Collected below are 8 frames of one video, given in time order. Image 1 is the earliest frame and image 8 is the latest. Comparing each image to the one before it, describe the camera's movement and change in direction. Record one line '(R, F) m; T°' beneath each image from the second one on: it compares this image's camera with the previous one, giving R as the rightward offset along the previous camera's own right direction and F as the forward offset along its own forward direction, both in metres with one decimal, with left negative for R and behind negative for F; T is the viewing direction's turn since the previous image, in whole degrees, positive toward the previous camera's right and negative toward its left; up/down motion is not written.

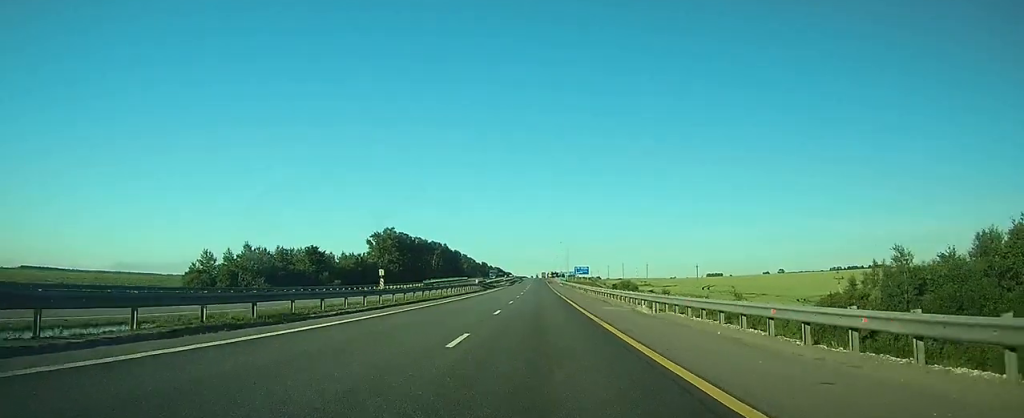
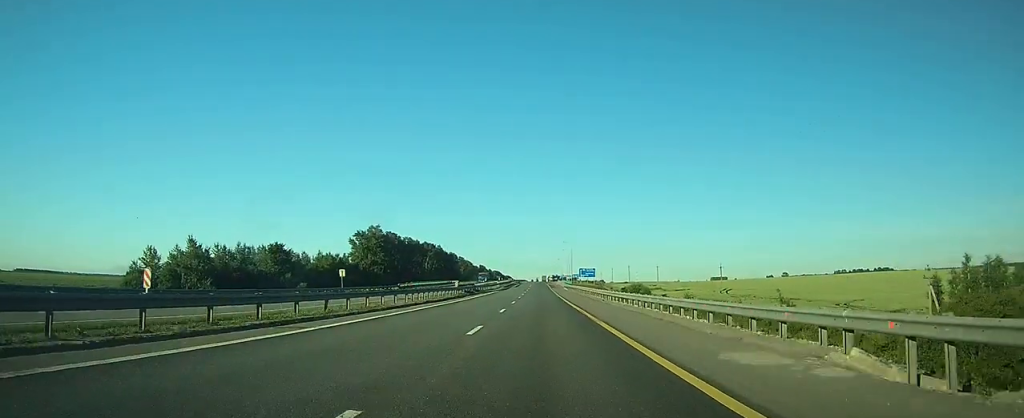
(0.0, +20.8) m; 0°
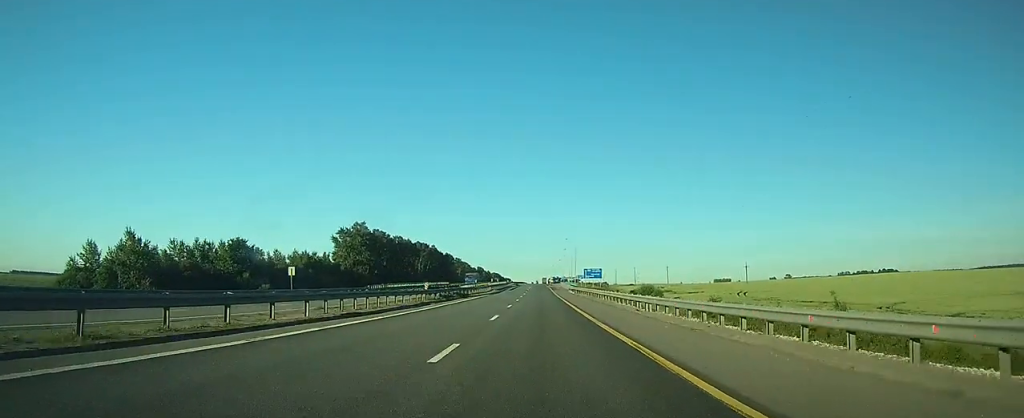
(0.0, +17.1) m; 0°
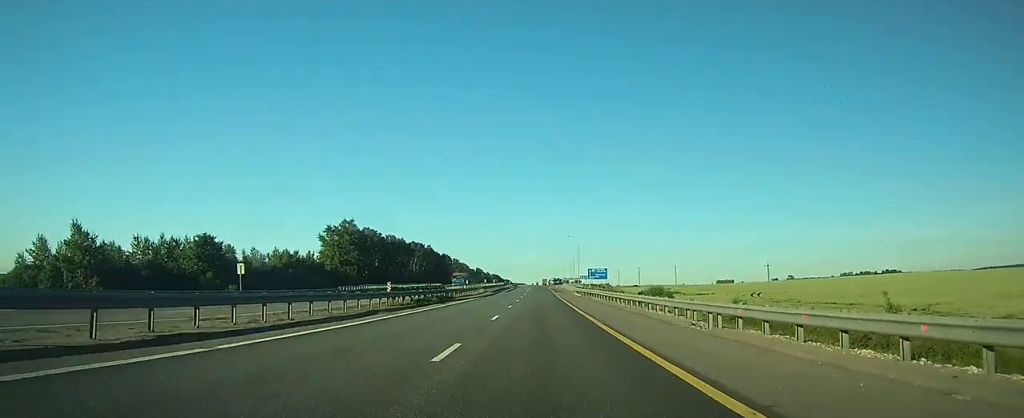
(0.0, +11.7) m; 0°
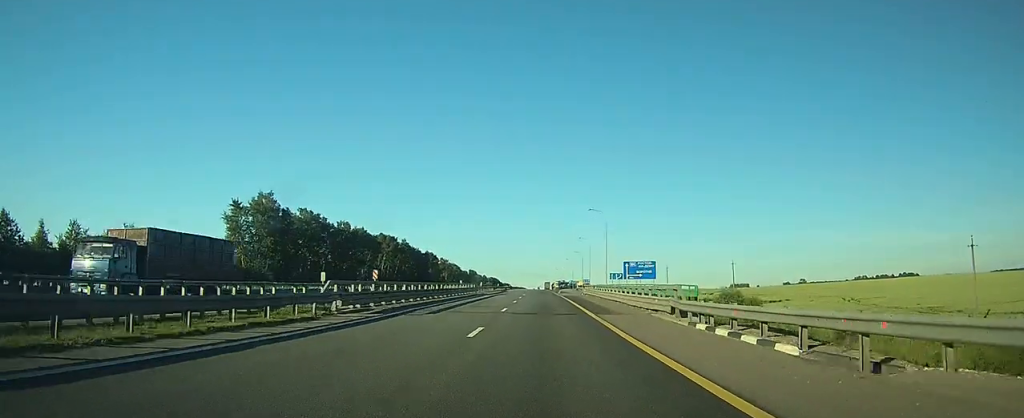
(+0.3, +55.3) m; +1°
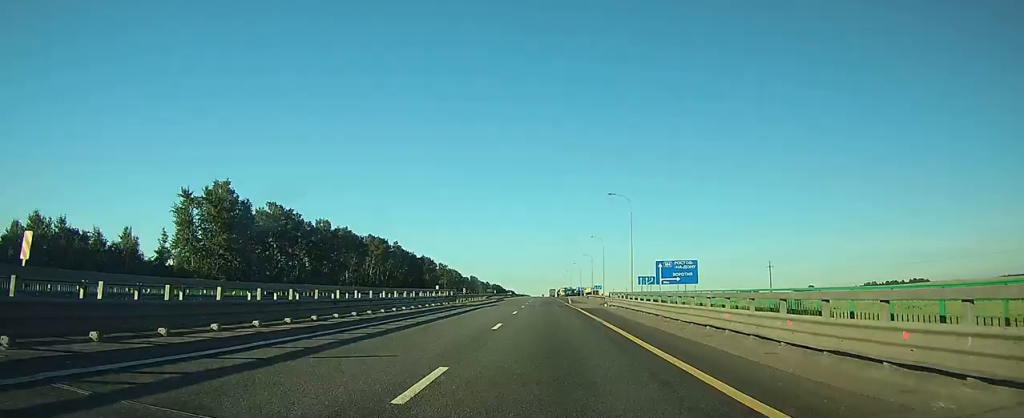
(0.0, +19.5) m; 0°
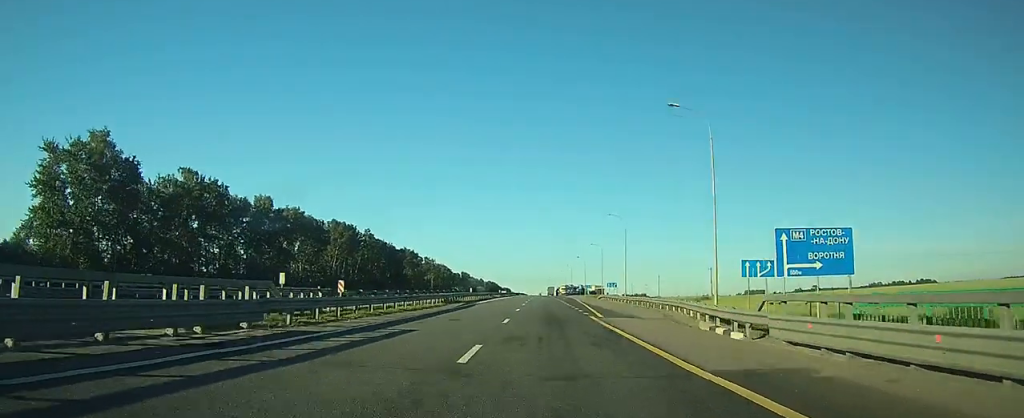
(+0.3, +31.7) m; 0°
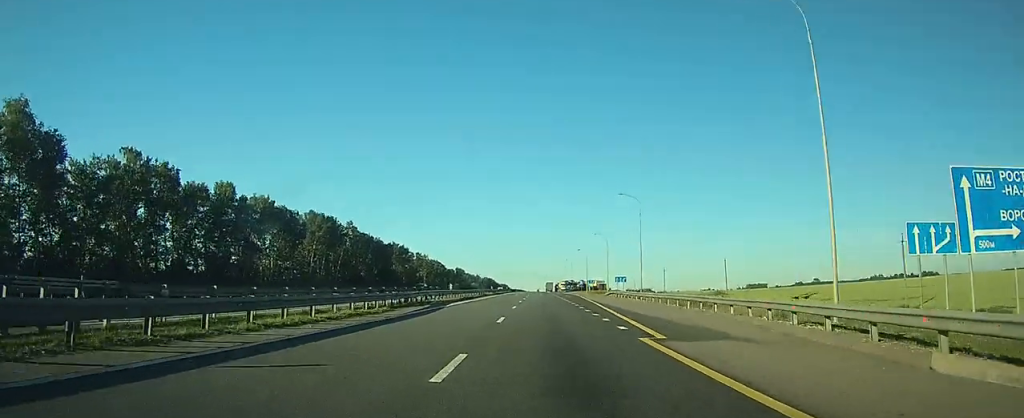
(+0.1, +14.1) m; 0°
